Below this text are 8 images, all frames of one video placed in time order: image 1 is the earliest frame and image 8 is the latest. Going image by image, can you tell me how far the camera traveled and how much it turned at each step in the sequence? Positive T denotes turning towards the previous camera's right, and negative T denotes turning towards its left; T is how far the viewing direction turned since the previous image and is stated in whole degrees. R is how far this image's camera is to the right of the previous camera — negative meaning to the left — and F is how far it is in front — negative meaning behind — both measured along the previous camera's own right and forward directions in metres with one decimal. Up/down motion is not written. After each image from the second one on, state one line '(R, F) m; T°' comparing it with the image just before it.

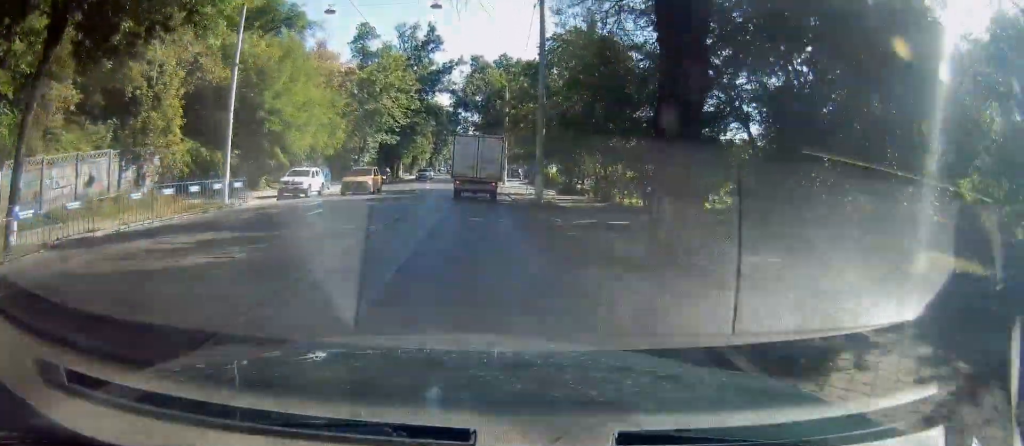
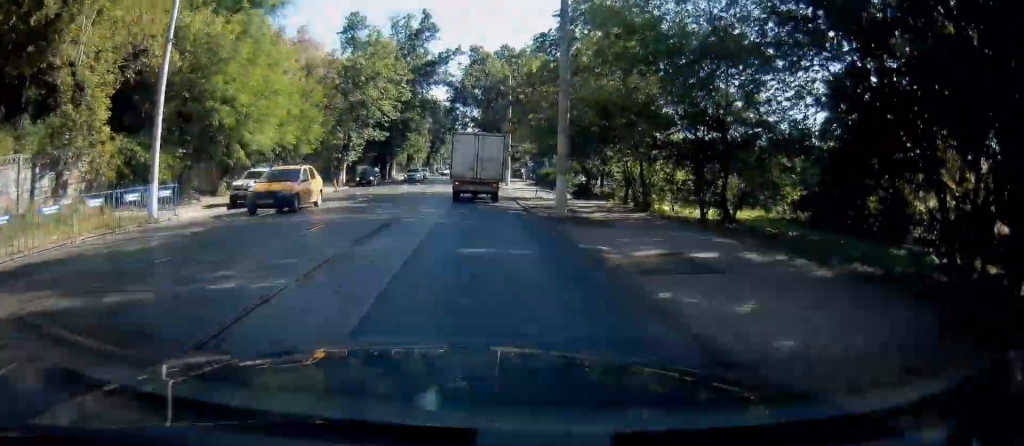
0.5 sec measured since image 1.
(-0.1, +6.8) m; 0°
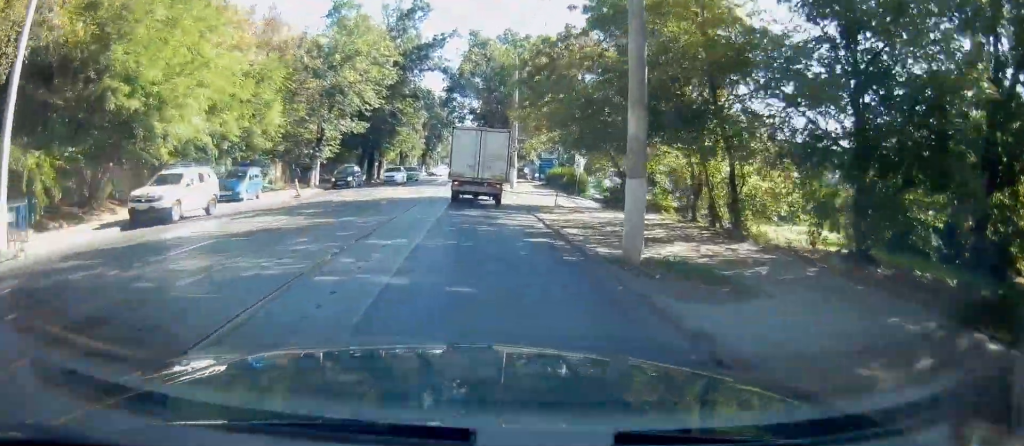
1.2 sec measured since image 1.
(+0.1, +8.2) m; +1°
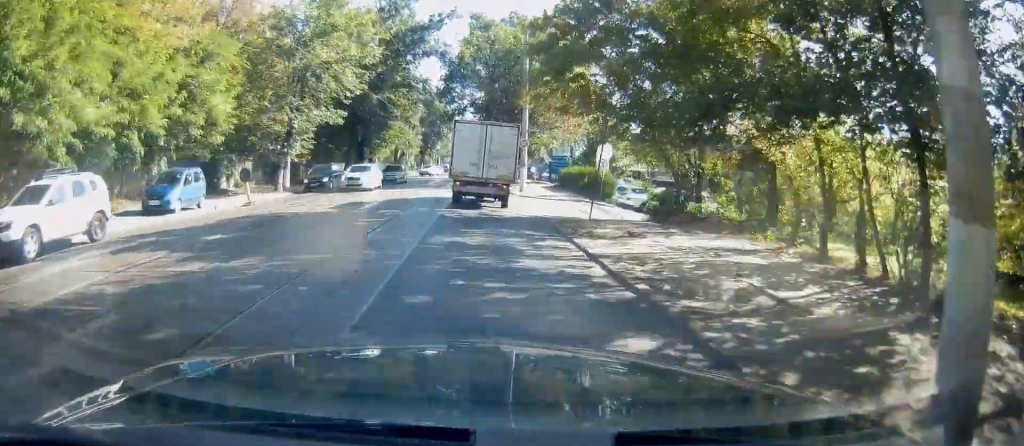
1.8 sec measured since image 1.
(+0.1, +7.0) m; +1°
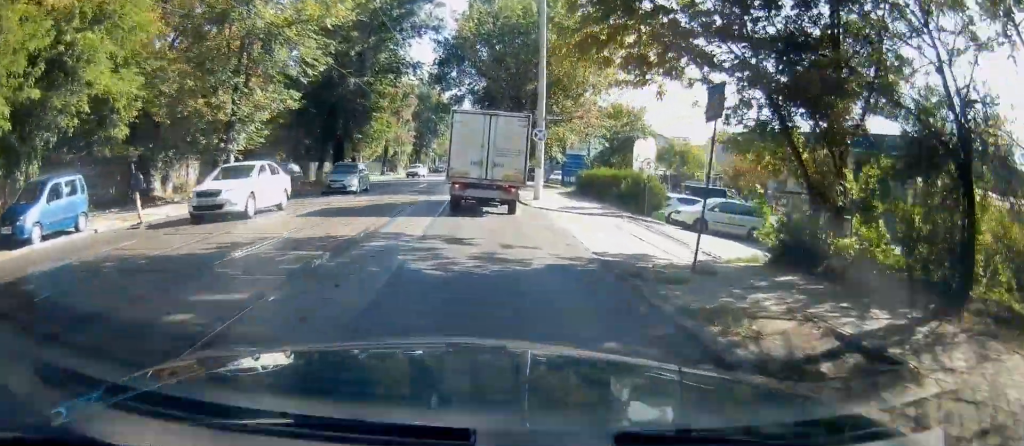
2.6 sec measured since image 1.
(+0.2, +8.4) m; +1°
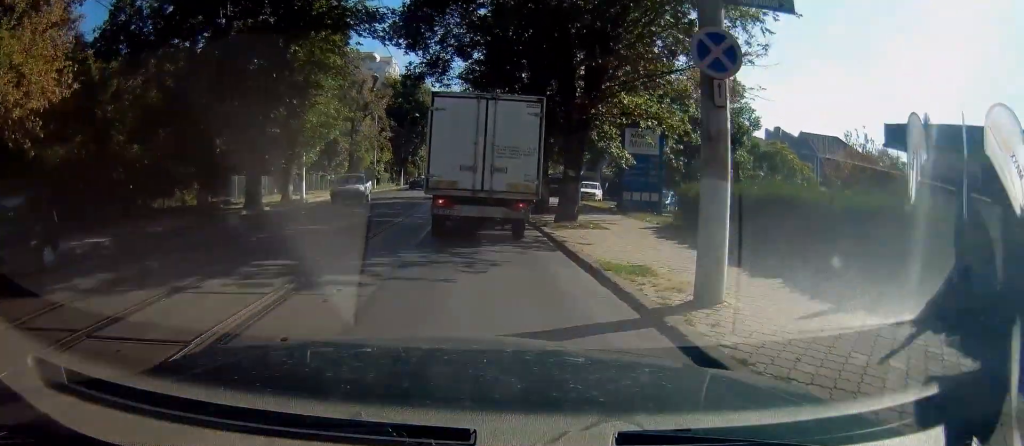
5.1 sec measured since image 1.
(-1.1, +18.4) m; -6°
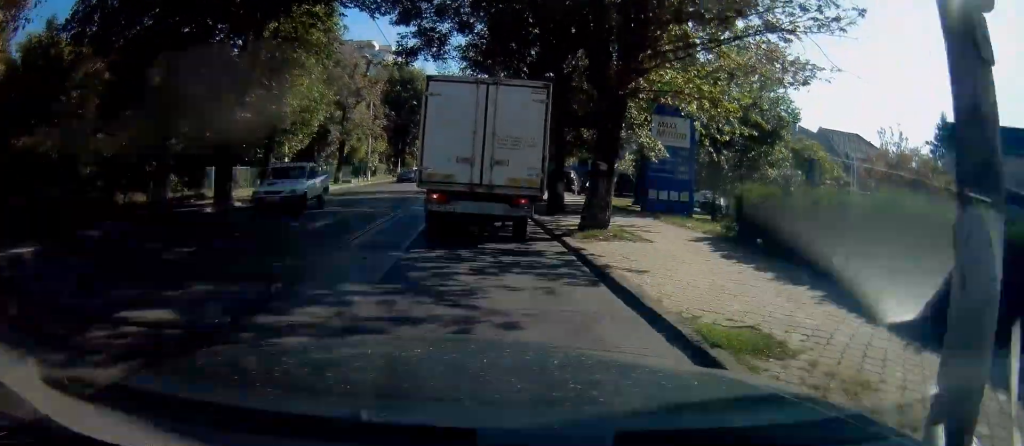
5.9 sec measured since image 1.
(0.0, +3.8) m; -1°
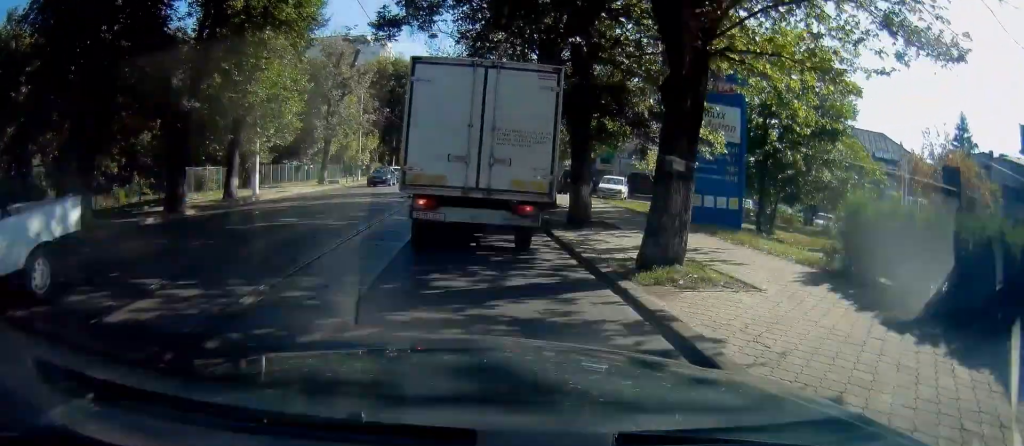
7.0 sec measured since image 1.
(0.0, +4.8) m; +2°
